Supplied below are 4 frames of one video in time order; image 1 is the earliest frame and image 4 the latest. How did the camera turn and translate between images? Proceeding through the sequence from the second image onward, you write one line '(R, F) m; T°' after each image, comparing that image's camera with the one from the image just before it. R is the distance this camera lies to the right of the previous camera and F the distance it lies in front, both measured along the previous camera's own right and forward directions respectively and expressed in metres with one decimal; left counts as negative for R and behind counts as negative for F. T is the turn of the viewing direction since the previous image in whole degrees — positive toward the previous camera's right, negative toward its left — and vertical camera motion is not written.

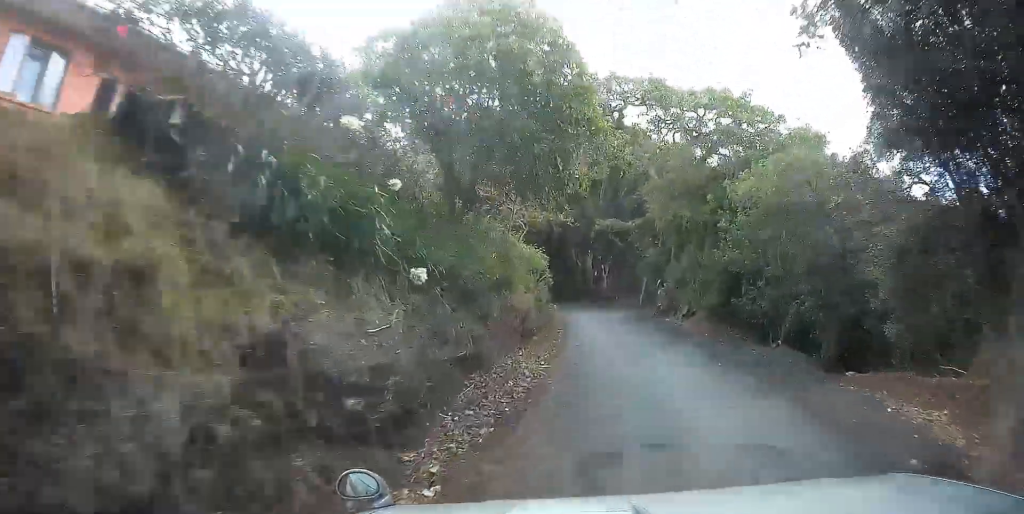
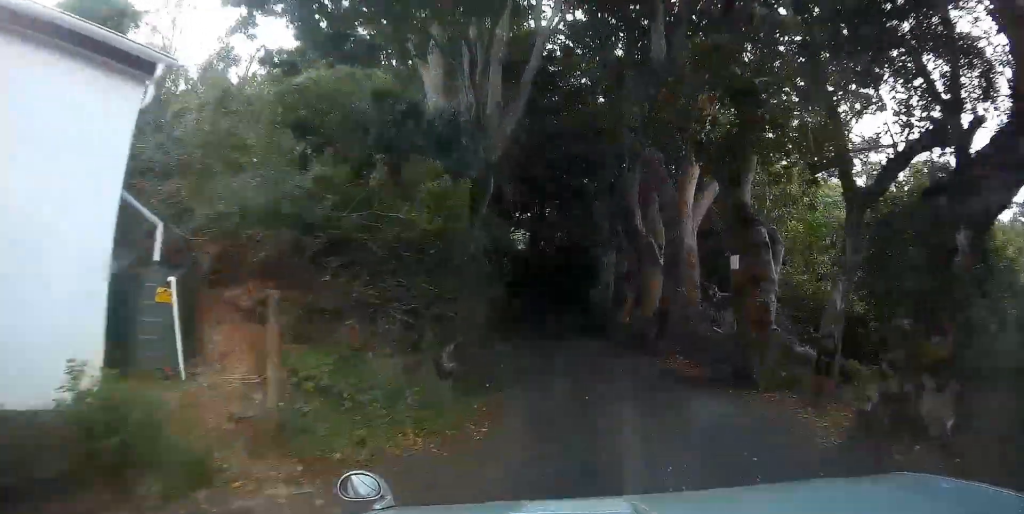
(-1.5, +34.0) m; -5°
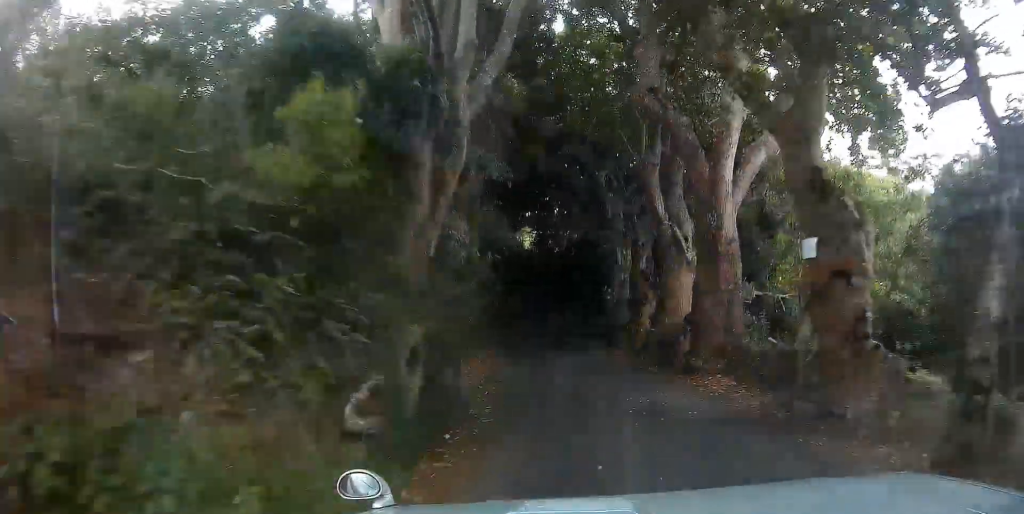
(+0.1, +3.7) m; -1°
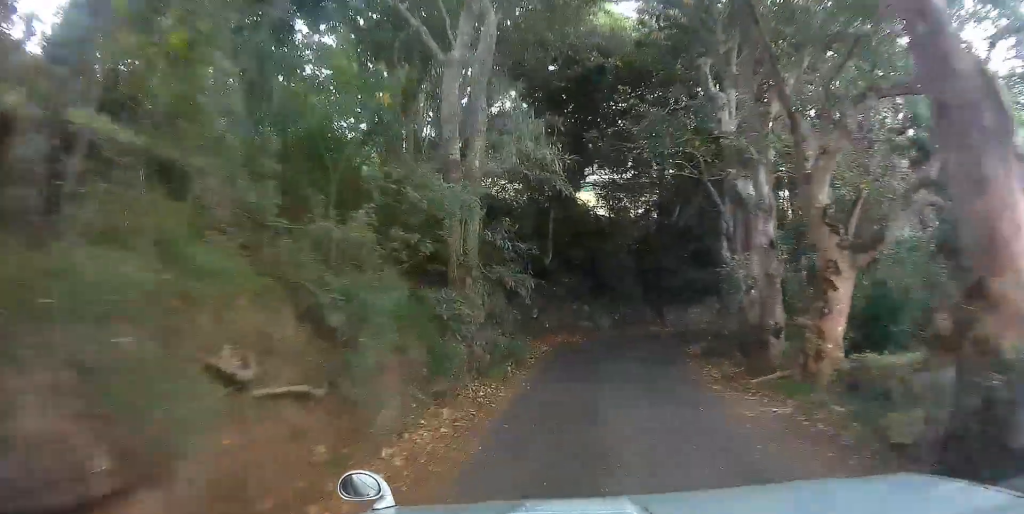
(-1.0, +11.9) m; -9°
